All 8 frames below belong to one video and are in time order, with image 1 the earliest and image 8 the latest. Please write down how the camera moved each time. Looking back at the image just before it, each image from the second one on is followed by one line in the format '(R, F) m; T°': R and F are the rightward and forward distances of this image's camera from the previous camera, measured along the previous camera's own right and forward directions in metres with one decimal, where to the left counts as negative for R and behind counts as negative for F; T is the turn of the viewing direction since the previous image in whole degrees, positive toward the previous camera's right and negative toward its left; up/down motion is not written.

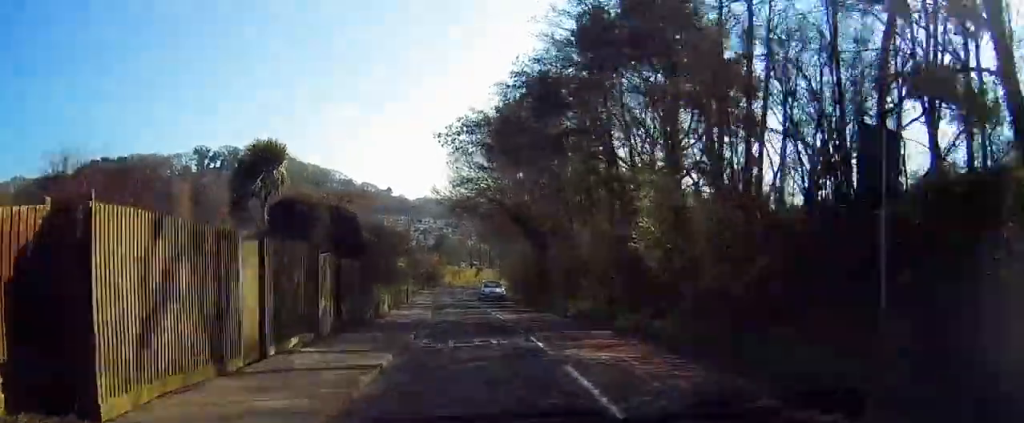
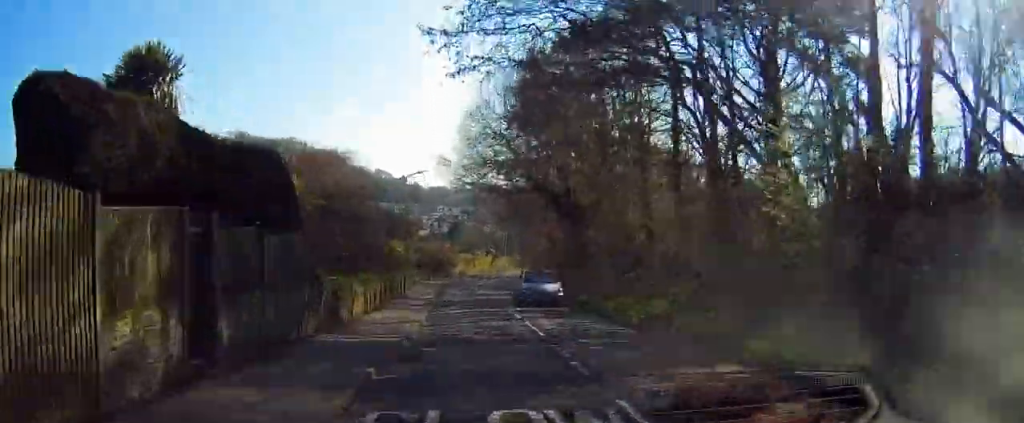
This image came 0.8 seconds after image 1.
(0.0, +8.6) m; -1°
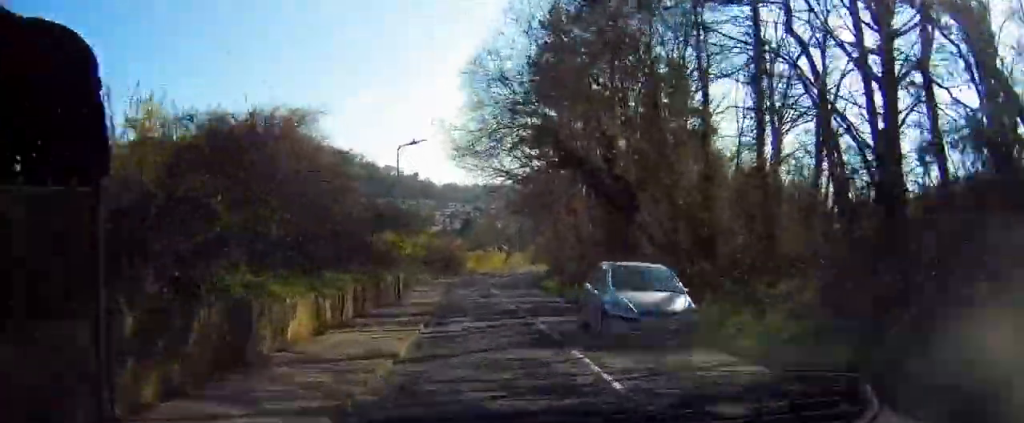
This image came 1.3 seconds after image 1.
(-0.2, +6.8) m; -1°
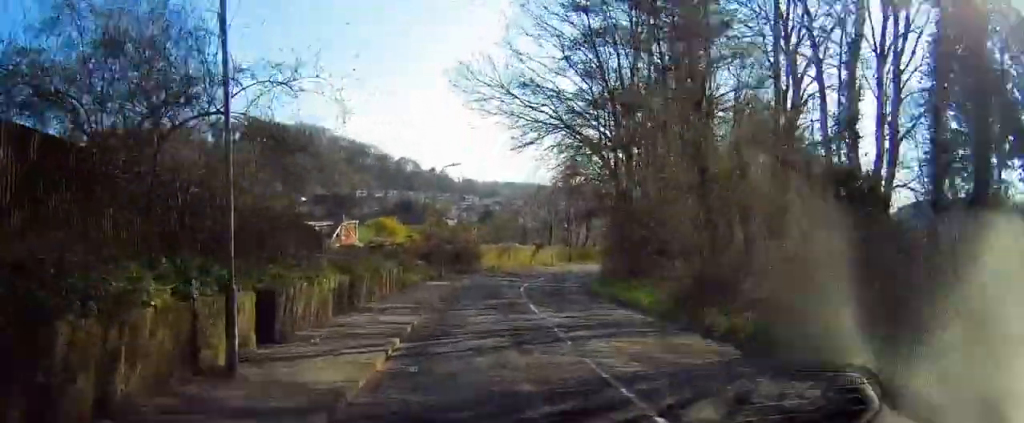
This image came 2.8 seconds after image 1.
(-0.3, +17.9) m; -2°
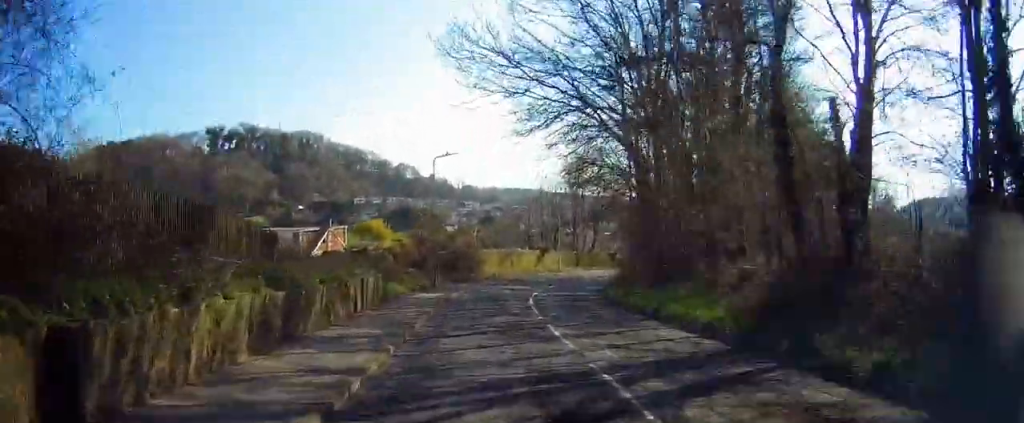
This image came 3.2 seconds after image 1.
(-0.1, +5.2) m; -1°
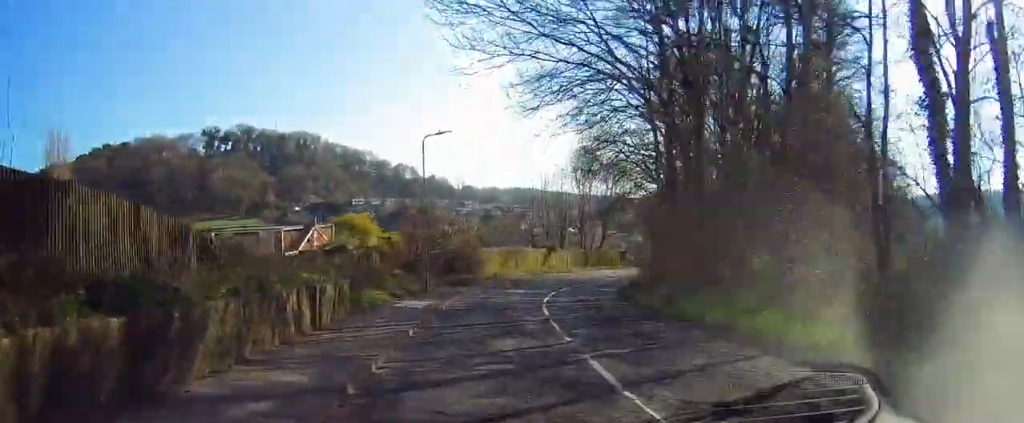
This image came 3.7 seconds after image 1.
(-0.1, +5.2) m; -1°
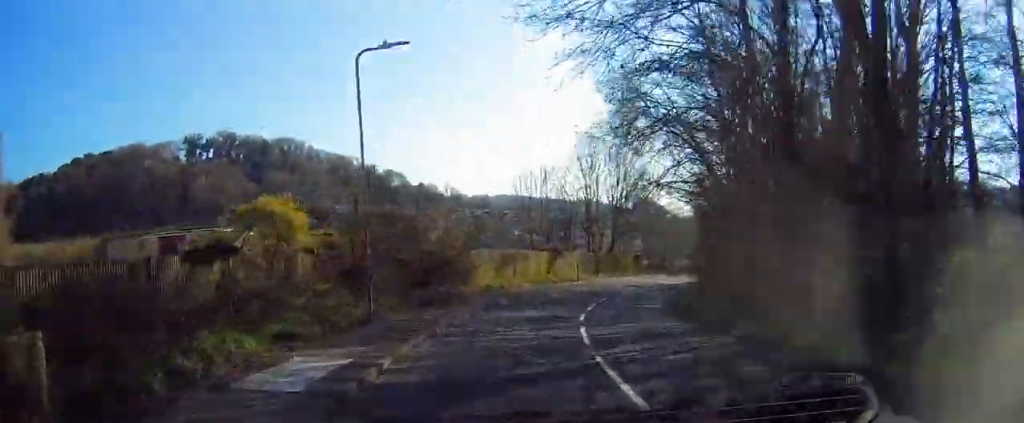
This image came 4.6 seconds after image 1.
(0.0, +11.2) m; +1°
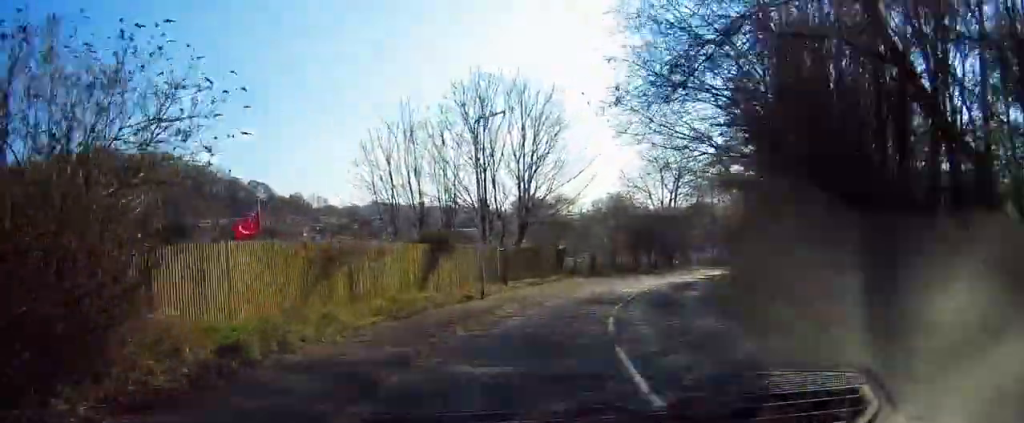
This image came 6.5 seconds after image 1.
(+0.7, +20.9) m; +8°
